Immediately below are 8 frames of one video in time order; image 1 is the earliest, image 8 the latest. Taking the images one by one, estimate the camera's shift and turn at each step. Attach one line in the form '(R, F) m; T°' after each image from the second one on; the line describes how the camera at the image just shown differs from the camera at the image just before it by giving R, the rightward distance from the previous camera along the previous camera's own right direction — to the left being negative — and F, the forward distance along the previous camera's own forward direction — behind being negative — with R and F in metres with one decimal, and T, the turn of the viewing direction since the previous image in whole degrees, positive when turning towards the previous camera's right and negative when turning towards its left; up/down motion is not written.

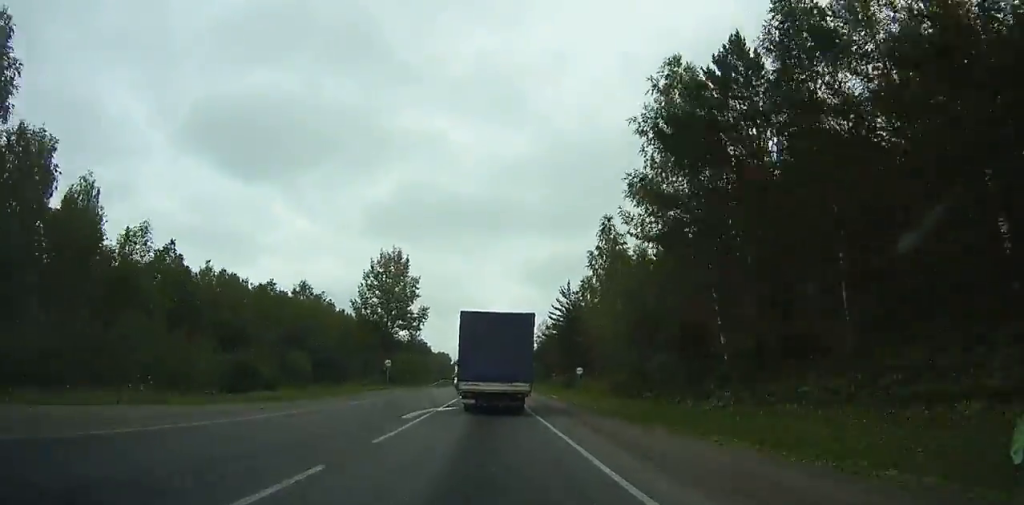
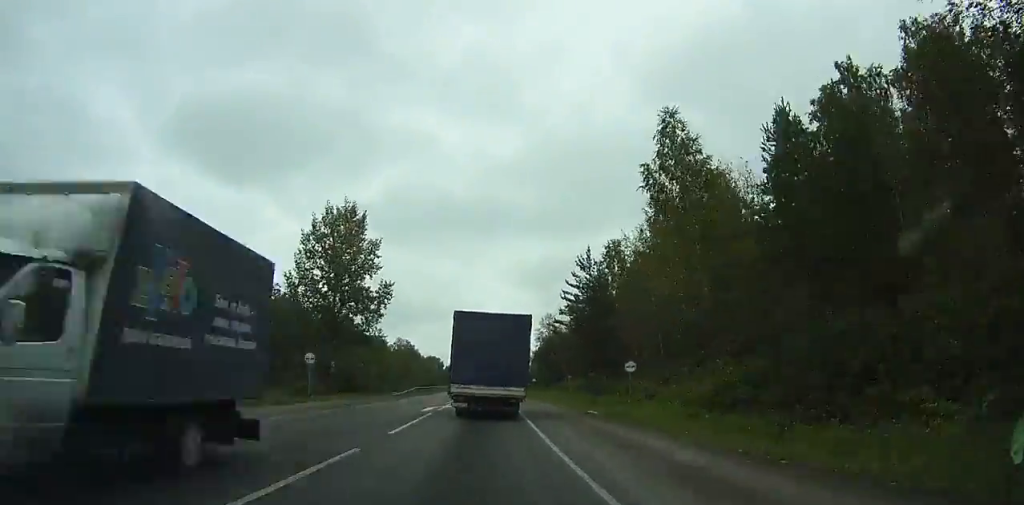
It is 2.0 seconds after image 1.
(-0.5, +22.3) m; -1°
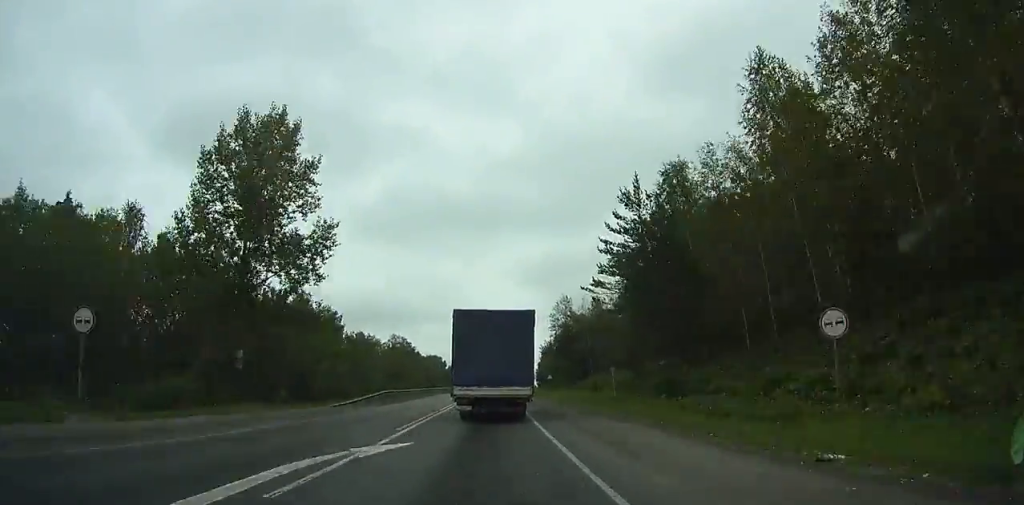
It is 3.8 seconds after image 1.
(0.0, +19.7) m; 0°
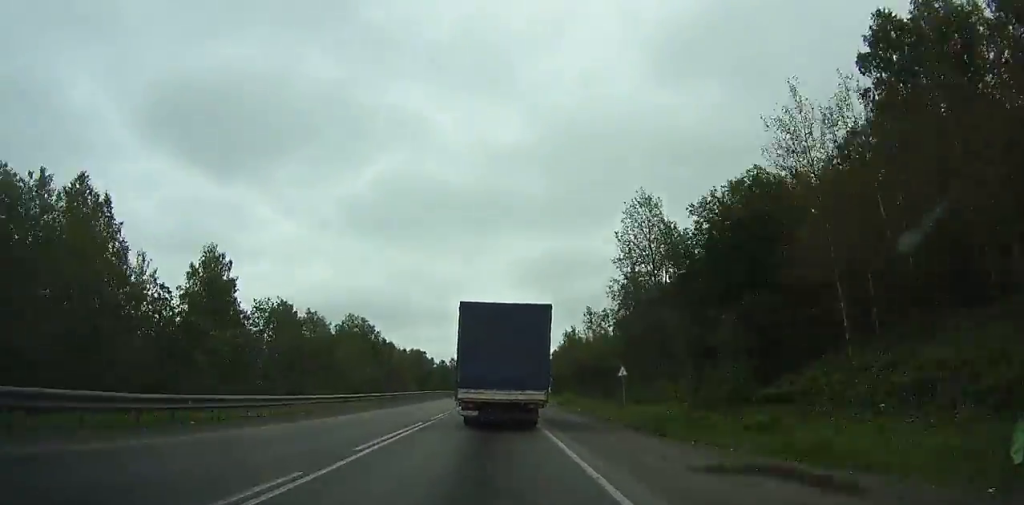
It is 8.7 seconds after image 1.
(0.0, +52.4) m; 0°
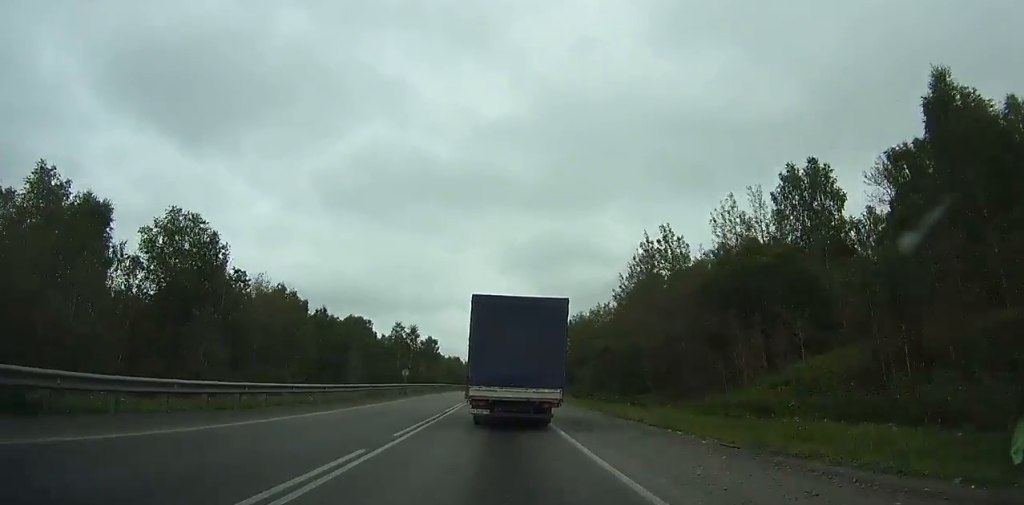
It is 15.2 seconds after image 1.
(+0.3, +68.4) m; +1°
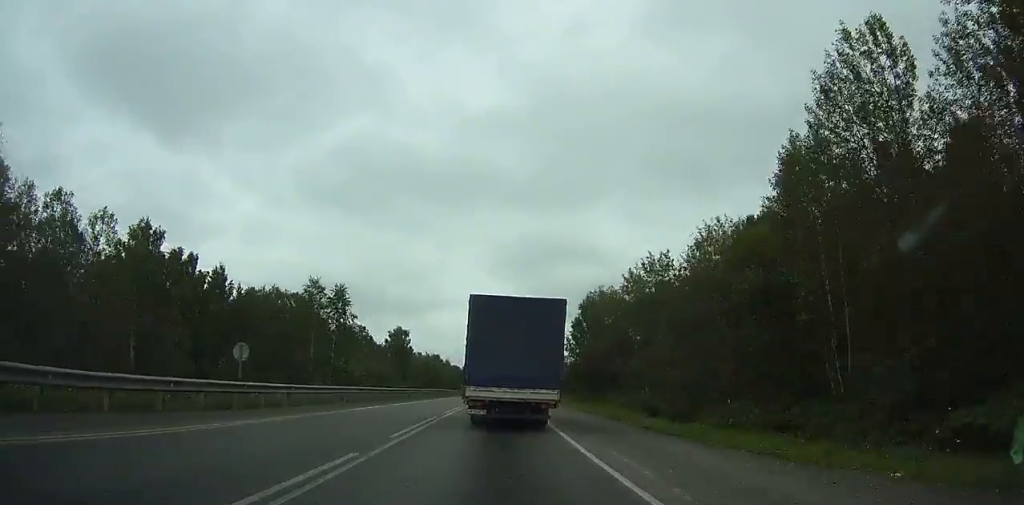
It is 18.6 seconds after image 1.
(+0.3, +36.1) m; +1°
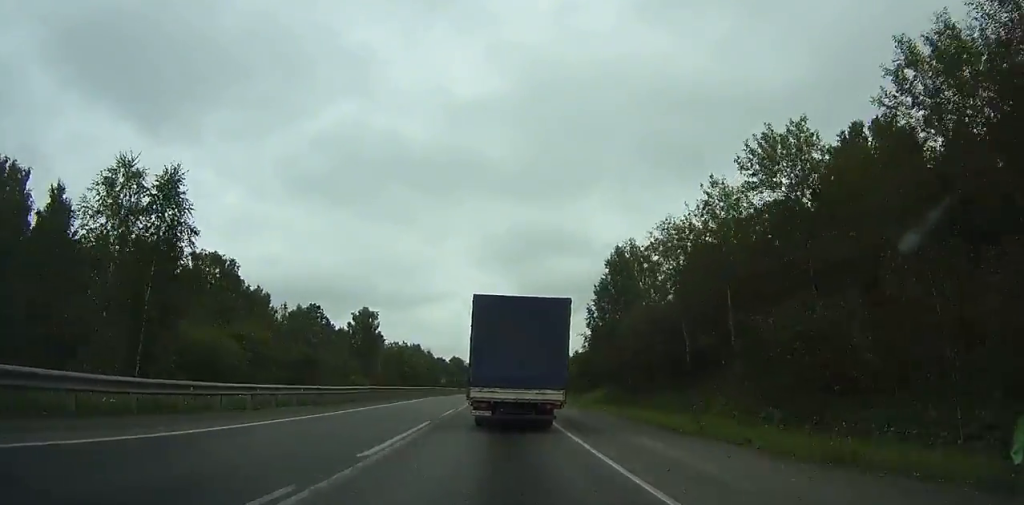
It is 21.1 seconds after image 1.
(+0.2, +26.9) m; +1°
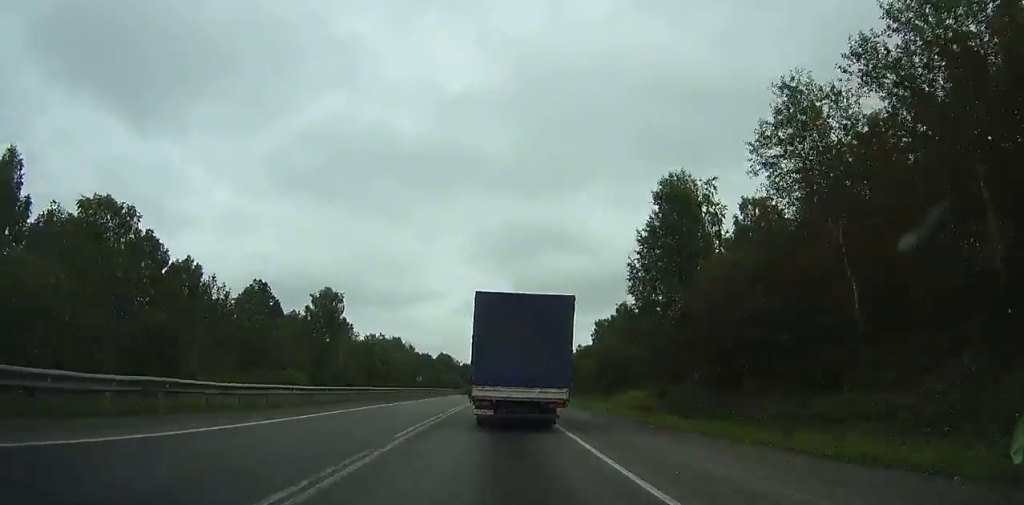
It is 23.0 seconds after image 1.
(+0.1, +20.7) m; +1°
